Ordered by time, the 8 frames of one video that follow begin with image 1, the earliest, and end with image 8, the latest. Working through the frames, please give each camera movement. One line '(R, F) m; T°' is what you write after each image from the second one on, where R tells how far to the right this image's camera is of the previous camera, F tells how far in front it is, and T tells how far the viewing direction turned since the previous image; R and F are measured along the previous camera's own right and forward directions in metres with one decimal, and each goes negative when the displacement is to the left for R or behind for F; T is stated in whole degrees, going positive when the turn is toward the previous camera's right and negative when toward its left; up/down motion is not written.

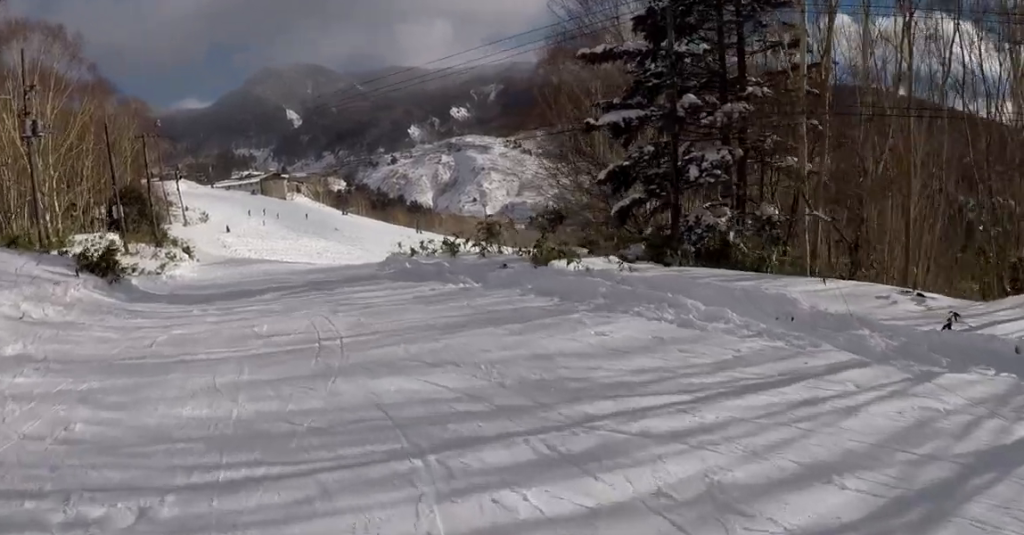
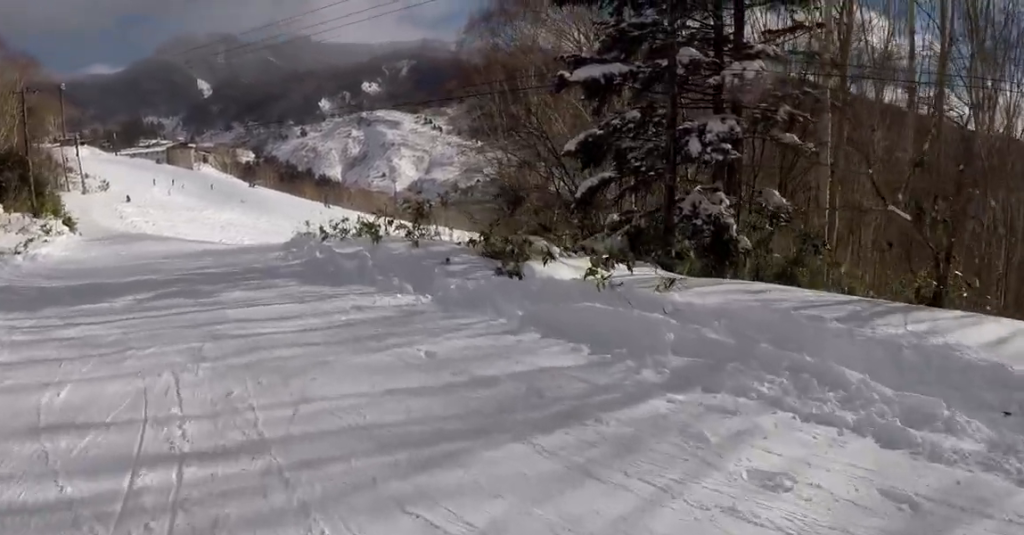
(-0.3, +5.1) m; 0°
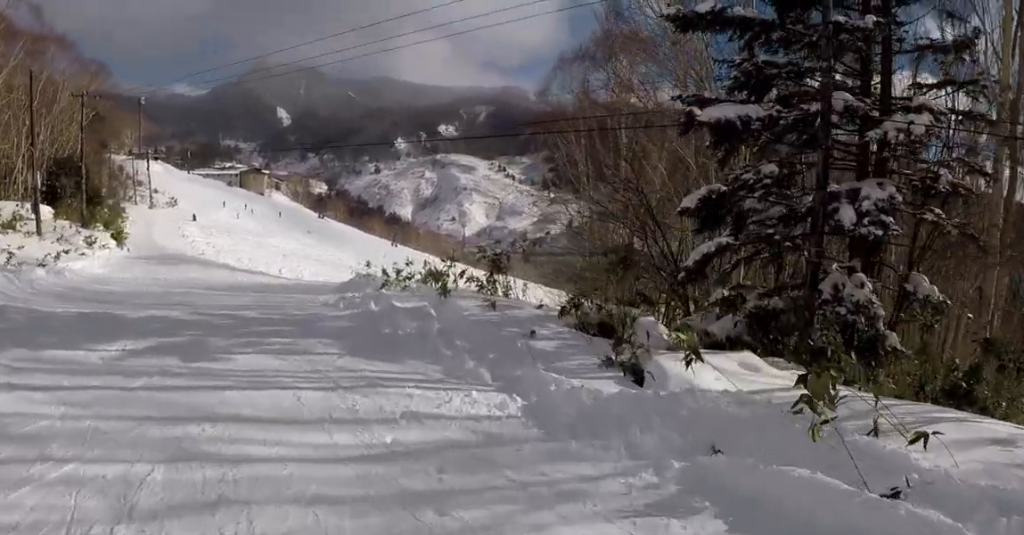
(+0.2, +3.1) m; 0°
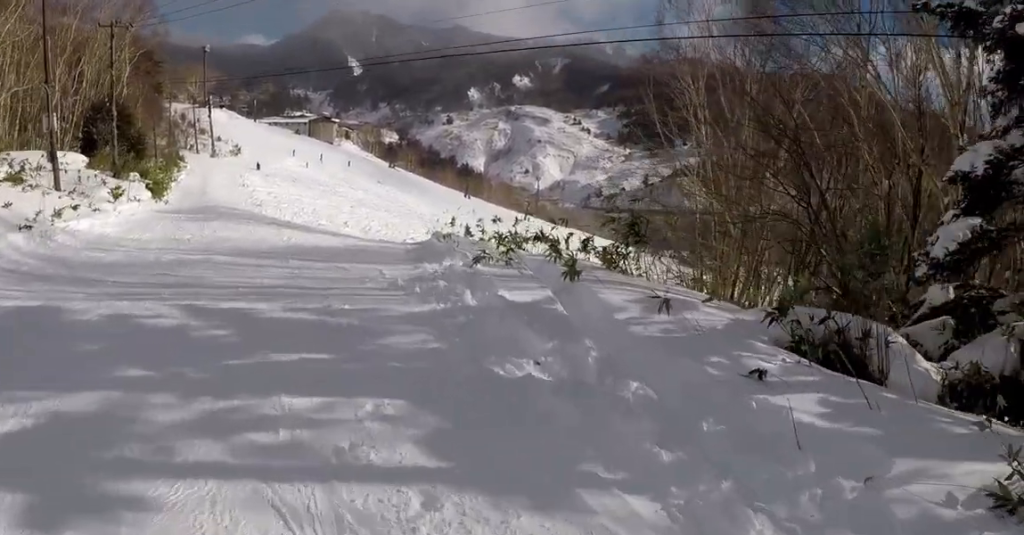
(+0.1, +5.4) m; -4°
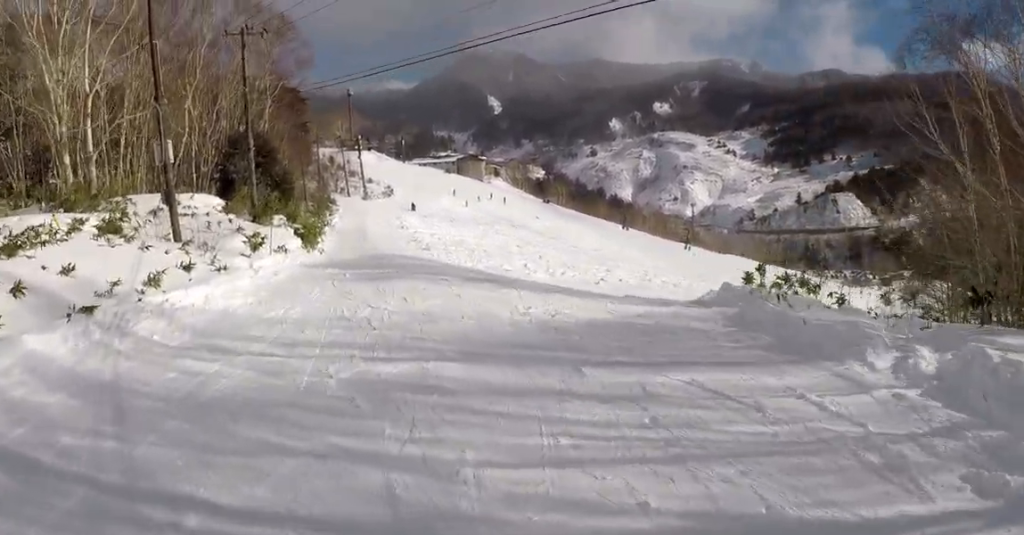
(-1.1, +7.7) m; -15°
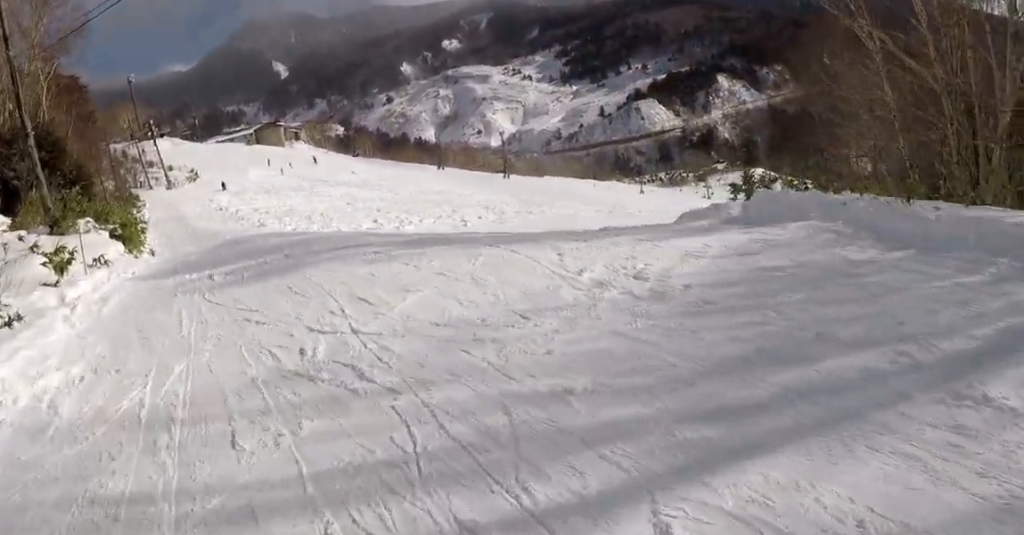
(-0.5, +5.6) m; +3°
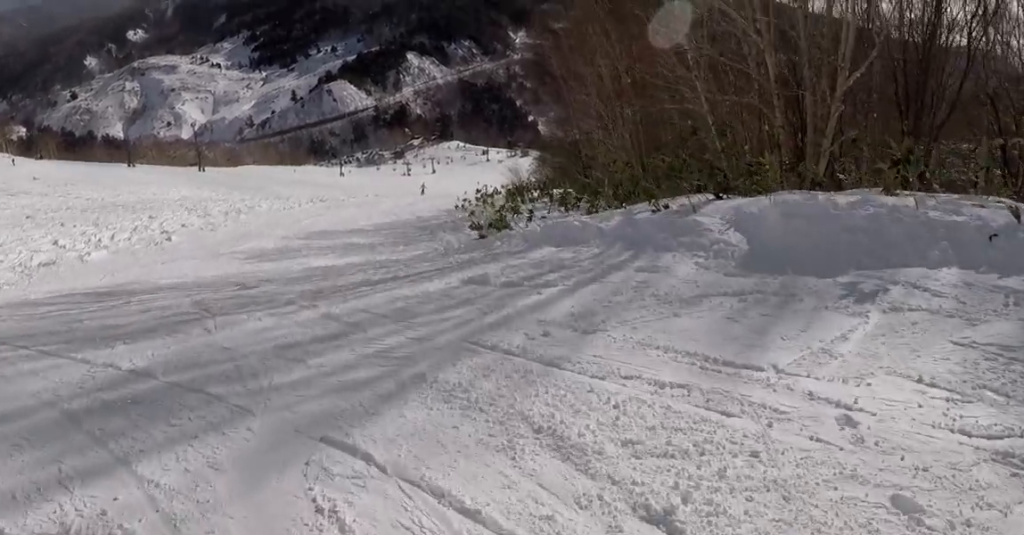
(+1.8, +6.9) m; +31°
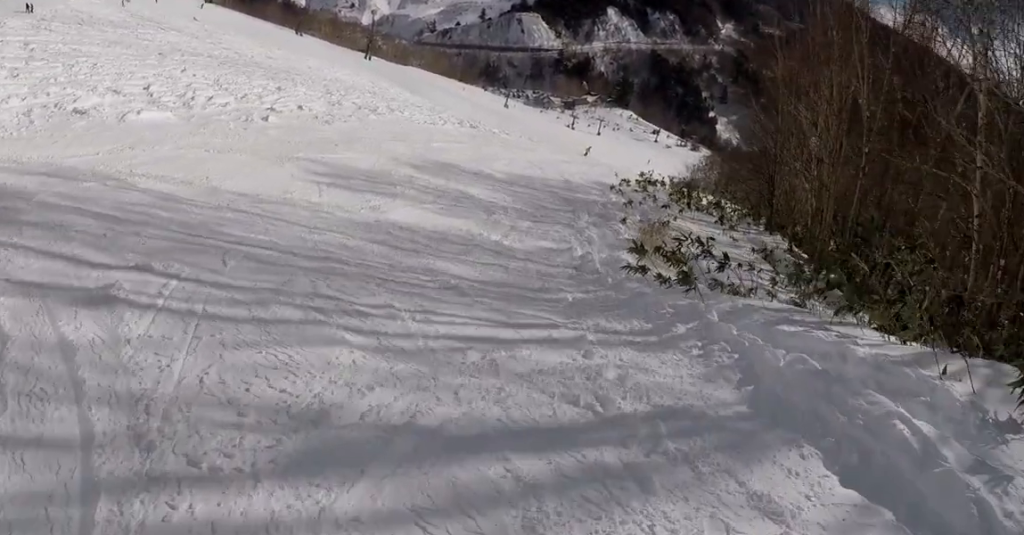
(+1.0, +6.3) m; +9°
